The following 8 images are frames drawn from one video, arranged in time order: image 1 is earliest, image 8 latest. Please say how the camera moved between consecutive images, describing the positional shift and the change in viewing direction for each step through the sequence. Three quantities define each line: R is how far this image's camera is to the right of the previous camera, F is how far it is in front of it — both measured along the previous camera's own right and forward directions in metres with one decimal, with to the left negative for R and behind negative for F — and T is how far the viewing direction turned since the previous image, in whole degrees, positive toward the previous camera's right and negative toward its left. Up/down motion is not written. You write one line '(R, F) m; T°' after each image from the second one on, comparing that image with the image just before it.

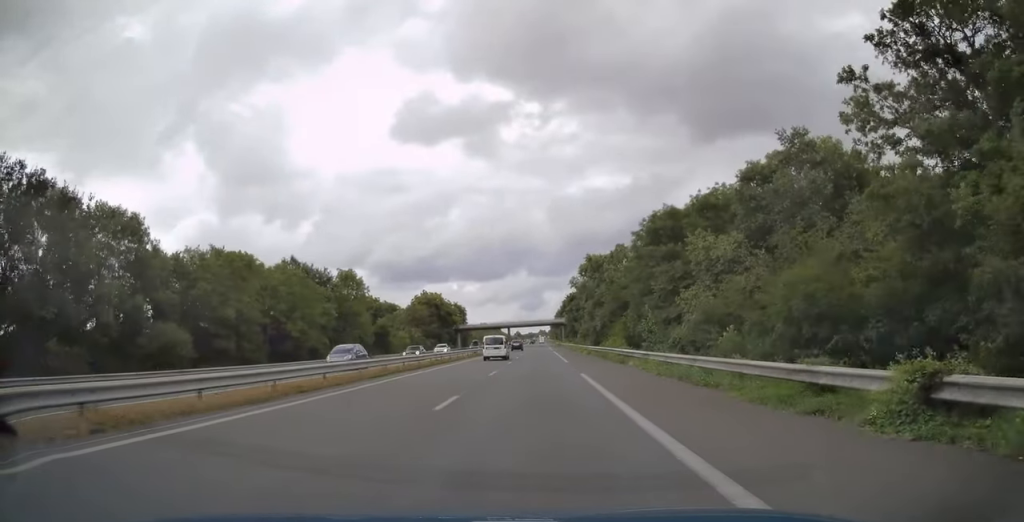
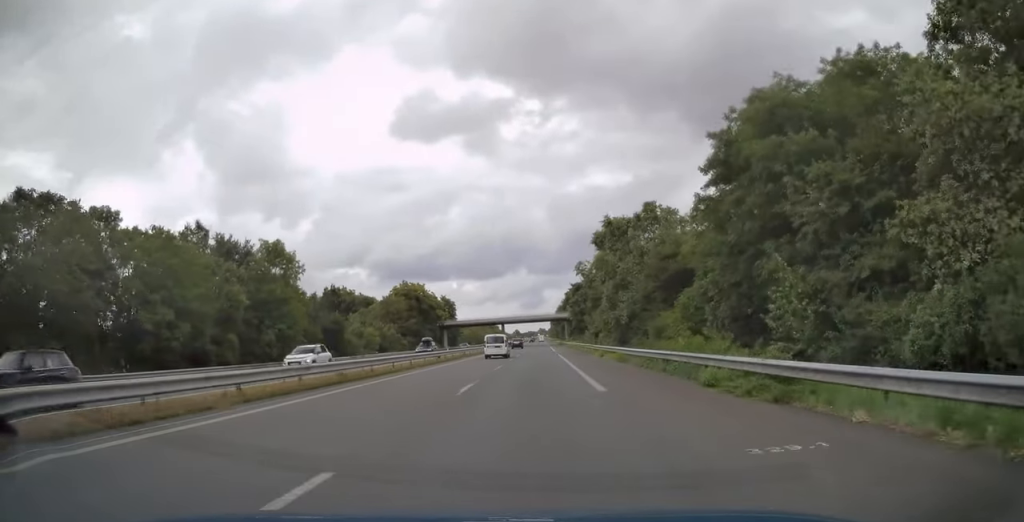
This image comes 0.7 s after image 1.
(+0.1, +22.0) m; 0°
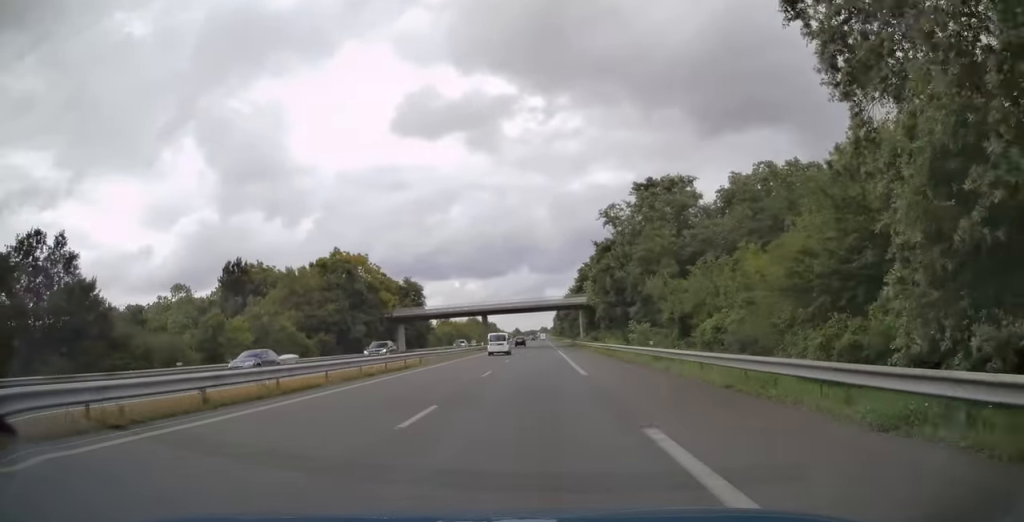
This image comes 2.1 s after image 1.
(0.0, +45.7) m; 0°
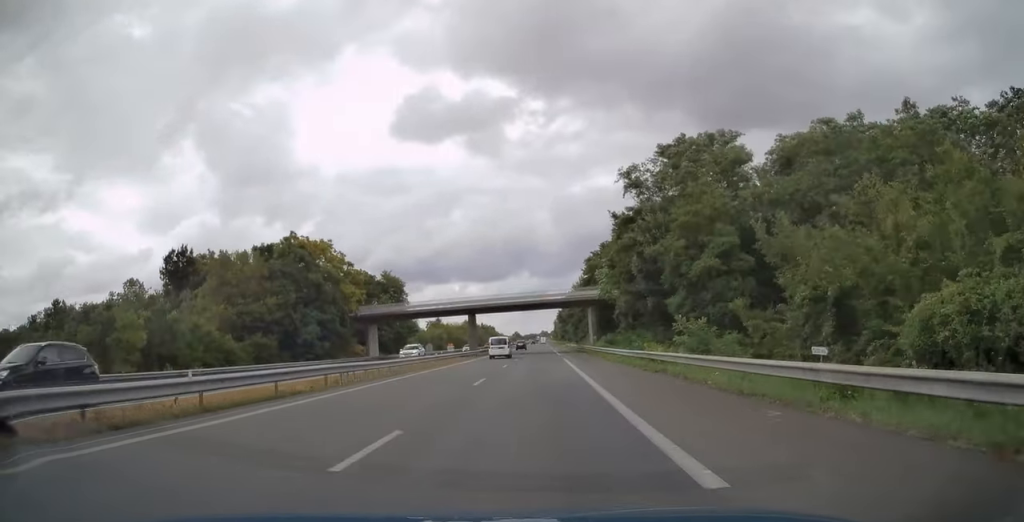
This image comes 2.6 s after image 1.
(0.0, +16.1) m; 0°
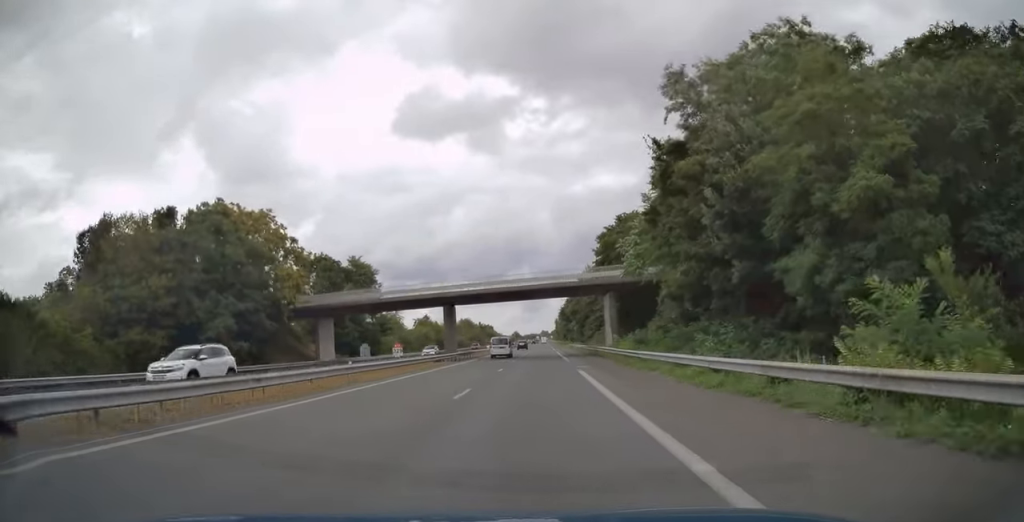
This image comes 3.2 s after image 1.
(0.0, +17.7) m; 0°
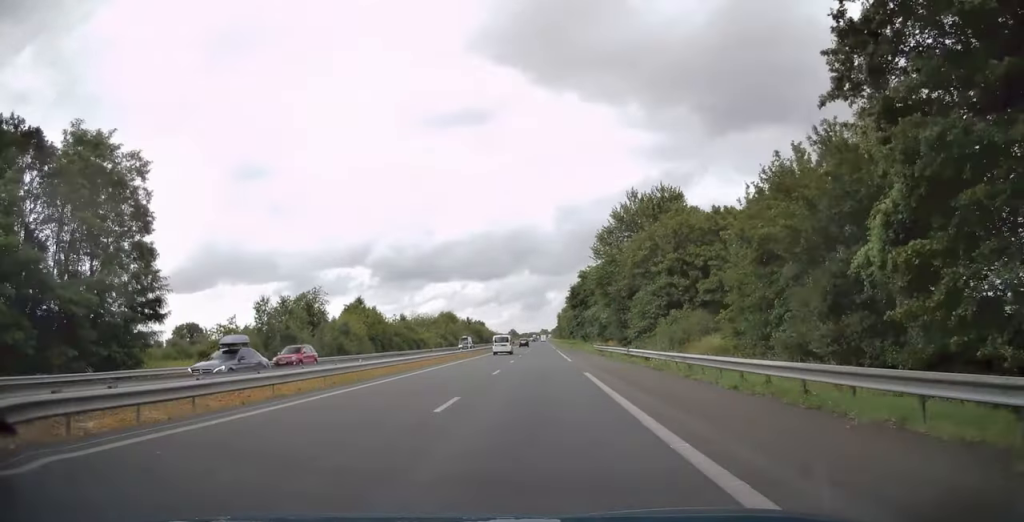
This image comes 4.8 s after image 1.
(-0.3, +54.9) m; 0°
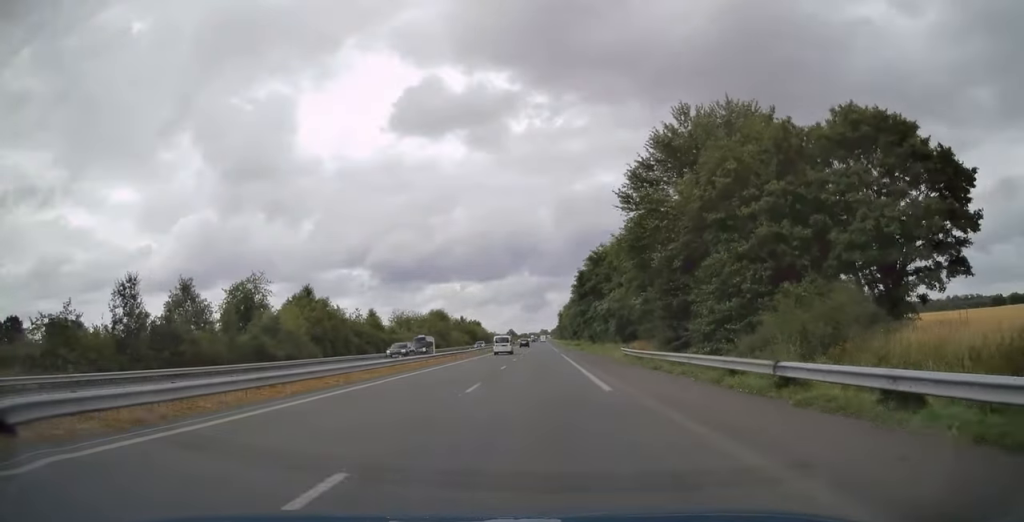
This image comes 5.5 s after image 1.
(+0.1, +21.4) m; +1°
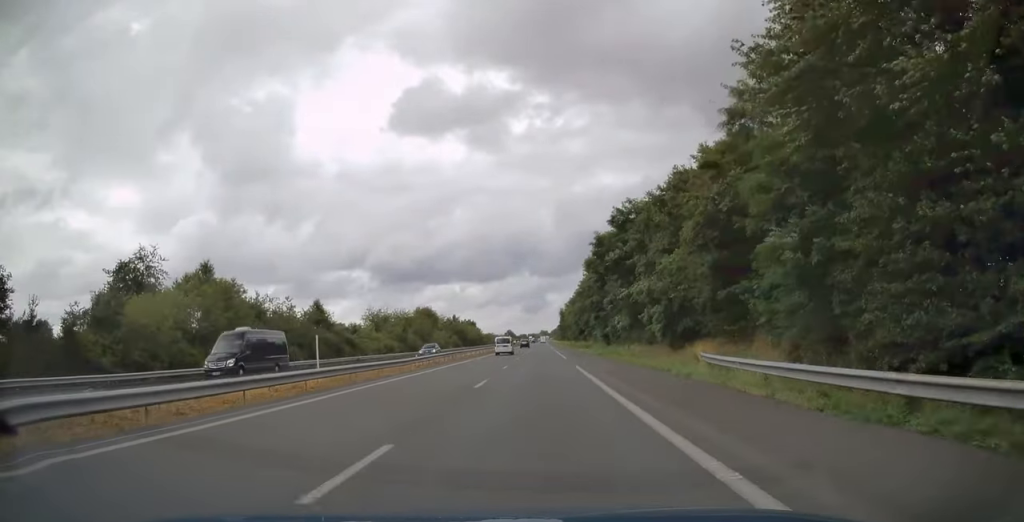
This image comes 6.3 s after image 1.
(+0.2, +24.0) m; 0°
